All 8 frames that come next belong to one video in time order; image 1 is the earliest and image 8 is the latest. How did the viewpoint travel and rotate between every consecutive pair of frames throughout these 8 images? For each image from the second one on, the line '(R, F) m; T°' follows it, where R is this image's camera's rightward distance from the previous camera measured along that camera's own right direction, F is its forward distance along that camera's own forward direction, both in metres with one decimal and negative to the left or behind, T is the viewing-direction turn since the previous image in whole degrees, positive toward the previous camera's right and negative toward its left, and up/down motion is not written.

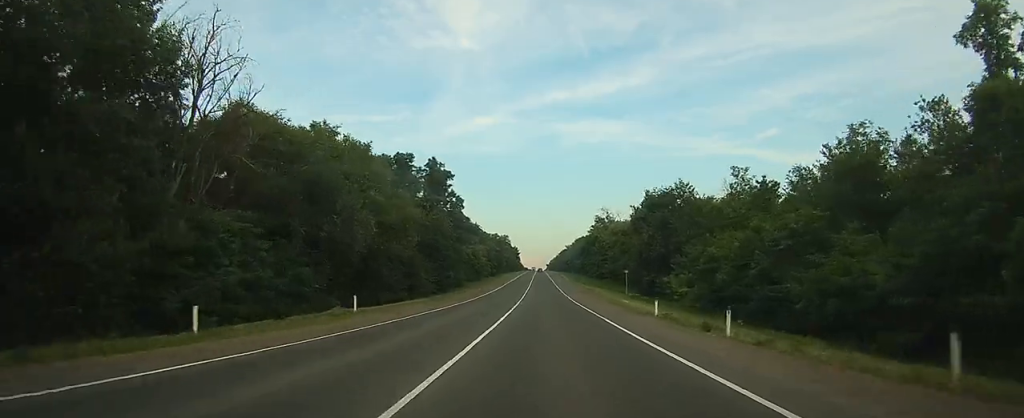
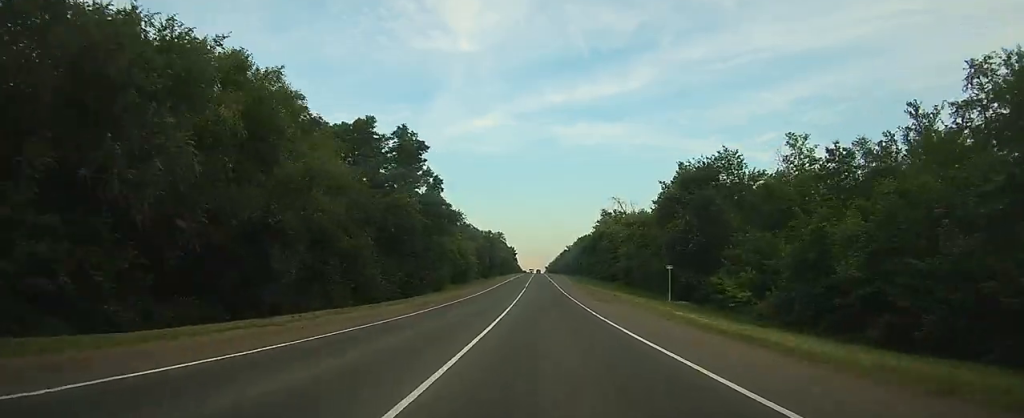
(0.0, +20.3) m; 0°
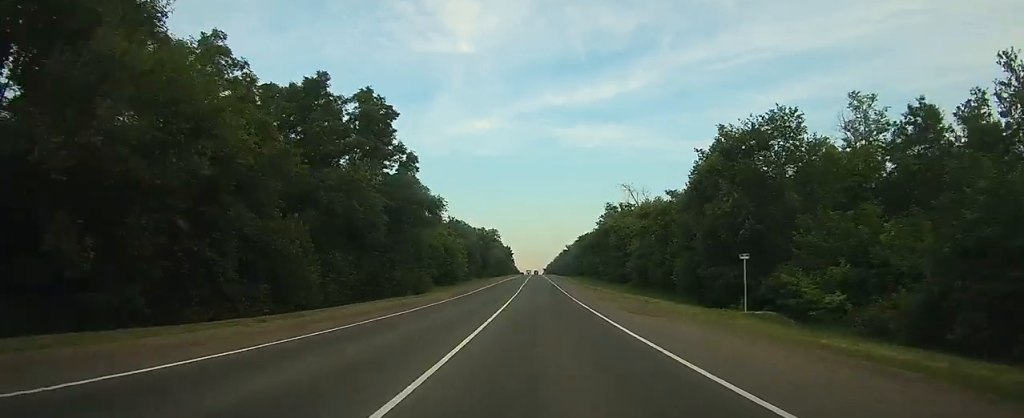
(0.0, +15.0) m; 0°
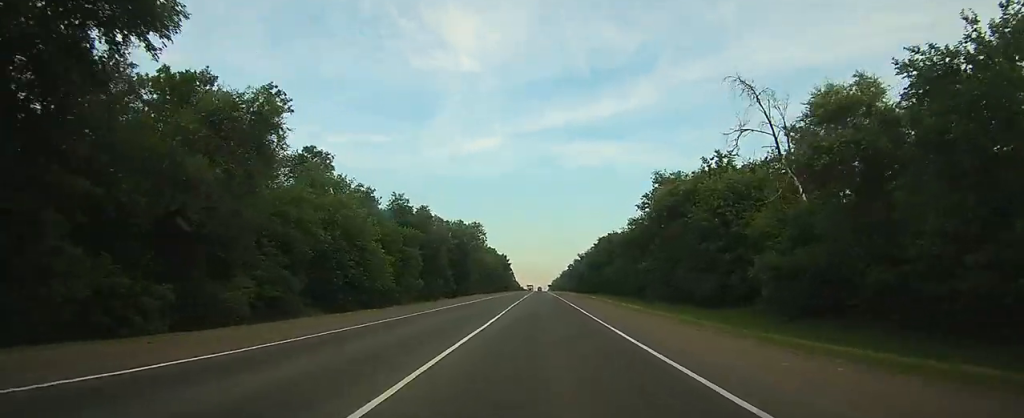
(-0.1, +53.7) m; 0°
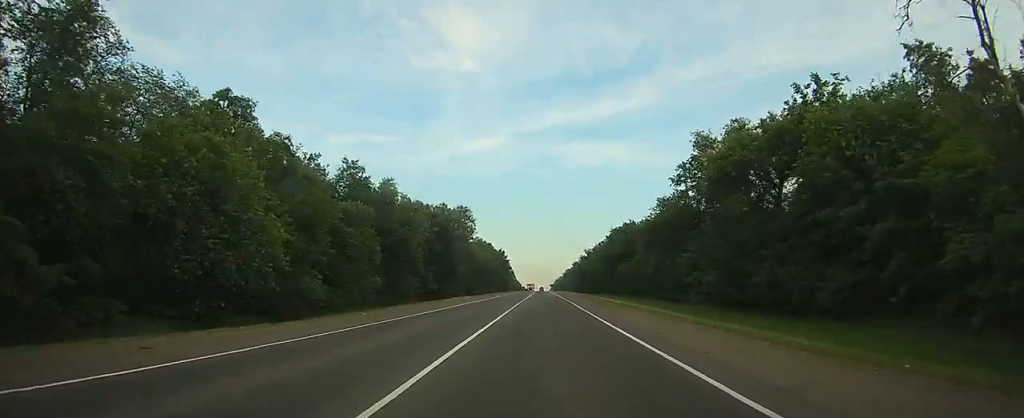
(0.0, +21.5) m; 0°
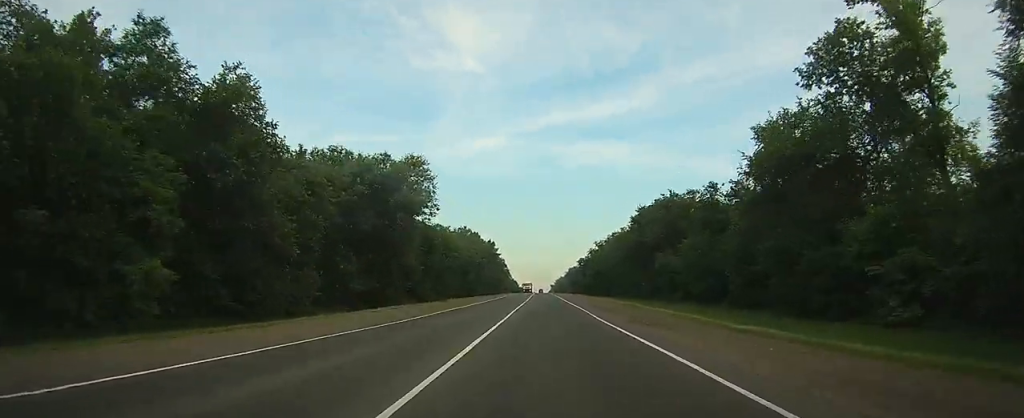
(+0.1, +34.3) m; 0°
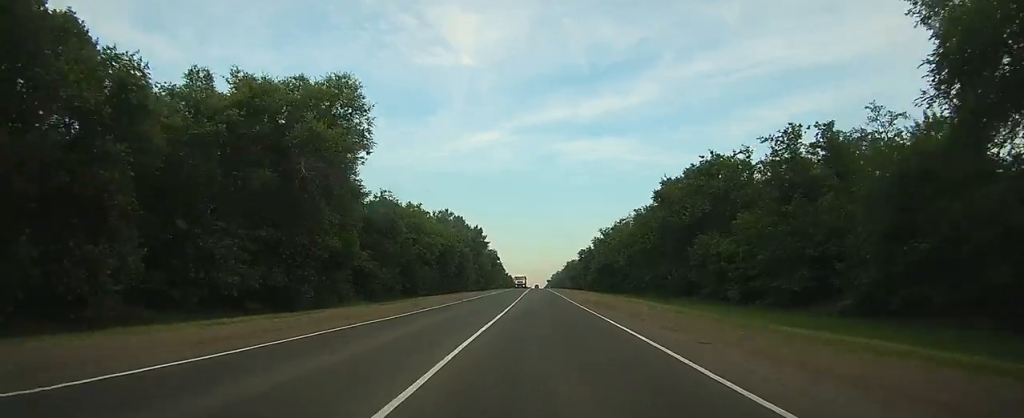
(0.0, +20.3) m; 0°
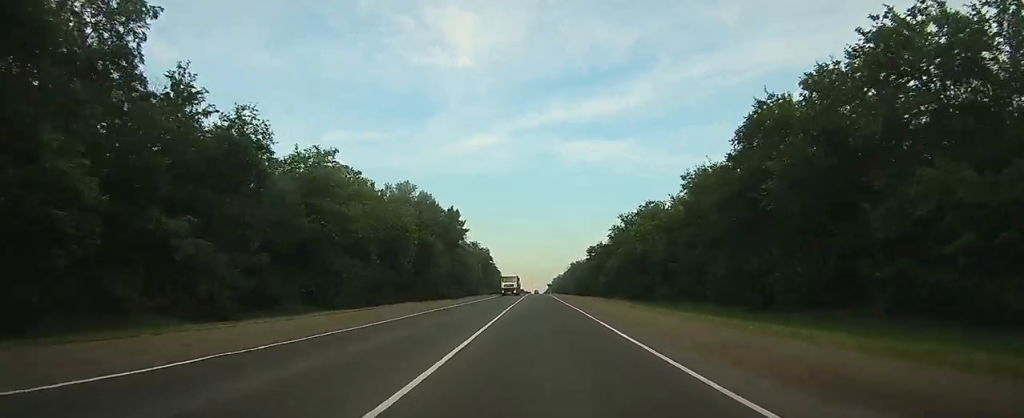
(+0.2, +31.7) m; 0°
